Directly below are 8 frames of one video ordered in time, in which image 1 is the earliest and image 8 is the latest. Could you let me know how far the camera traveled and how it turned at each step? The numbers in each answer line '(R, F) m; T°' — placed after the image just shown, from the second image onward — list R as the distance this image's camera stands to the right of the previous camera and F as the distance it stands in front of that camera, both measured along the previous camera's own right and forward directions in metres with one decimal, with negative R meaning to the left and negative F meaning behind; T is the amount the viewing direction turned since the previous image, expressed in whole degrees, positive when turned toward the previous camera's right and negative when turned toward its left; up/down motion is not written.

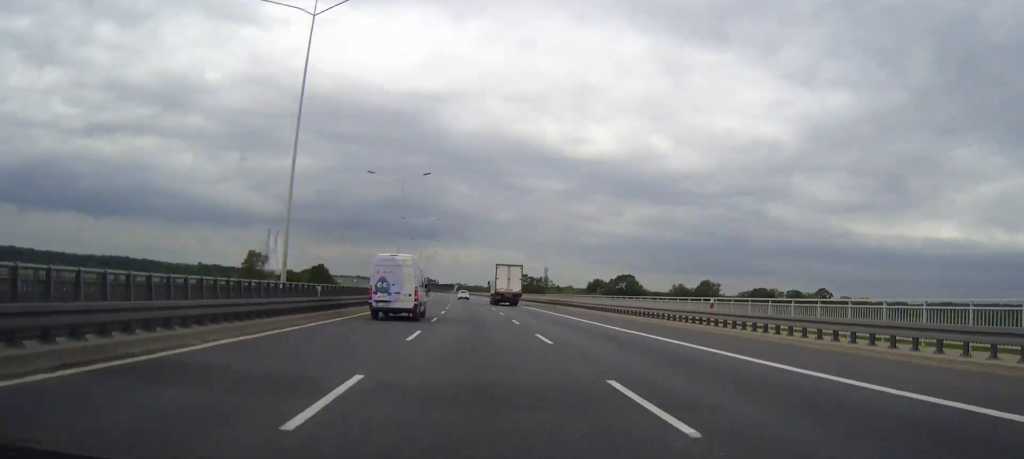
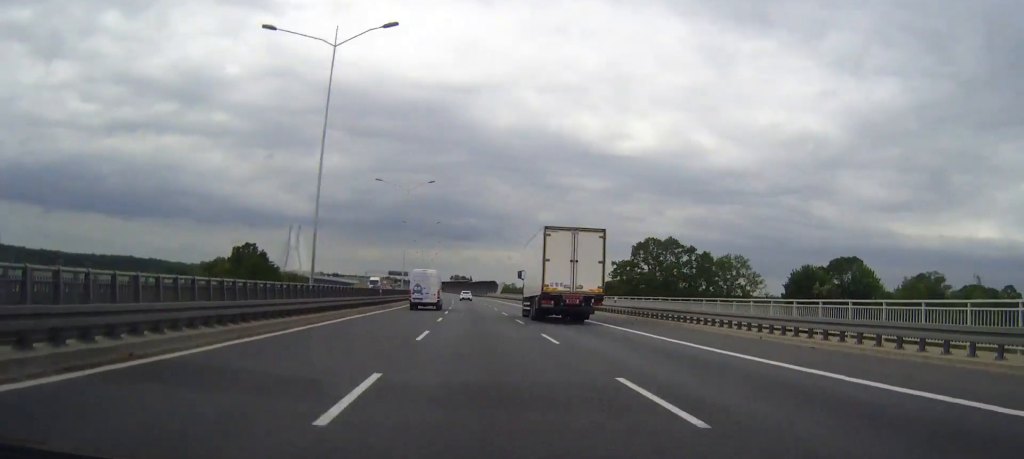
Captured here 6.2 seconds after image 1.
(-4.8, +178.7) m; -3°
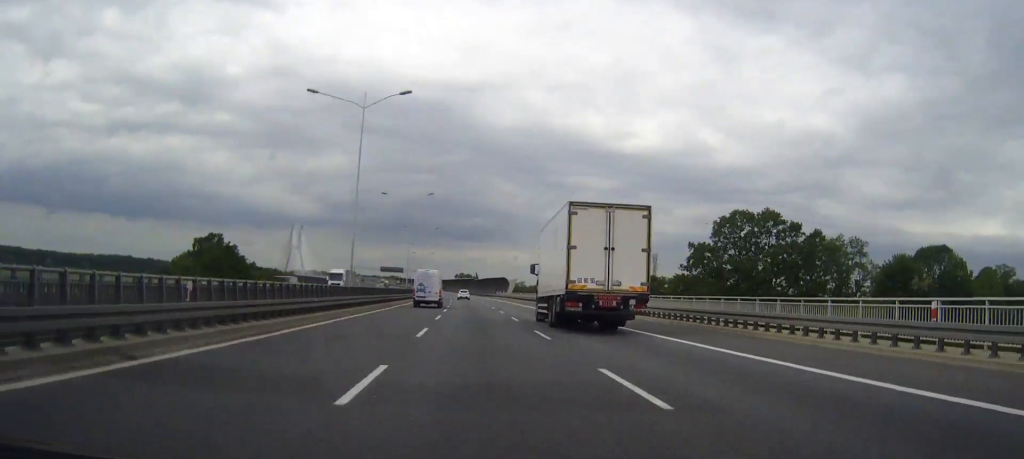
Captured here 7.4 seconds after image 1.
(-0.1, +34.7) m; -1°
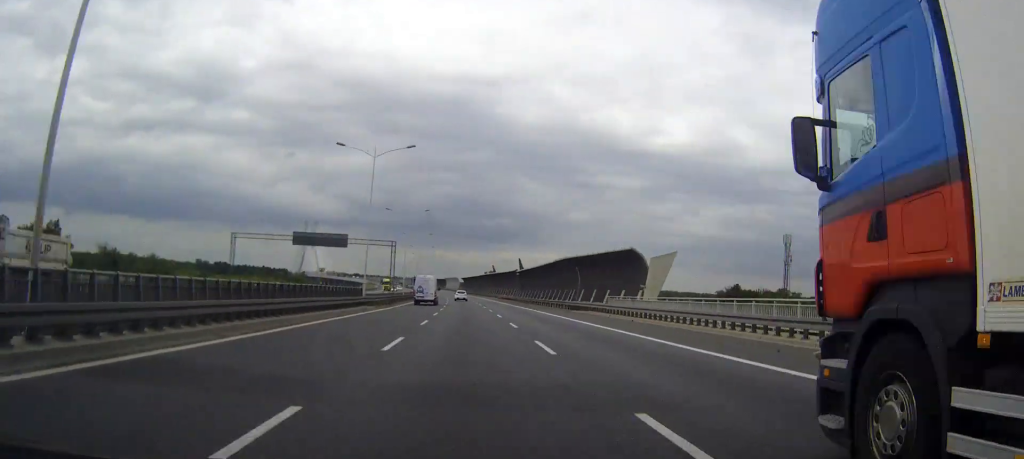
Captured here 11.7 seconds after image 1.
(-2.3, +123.8) m; -2°
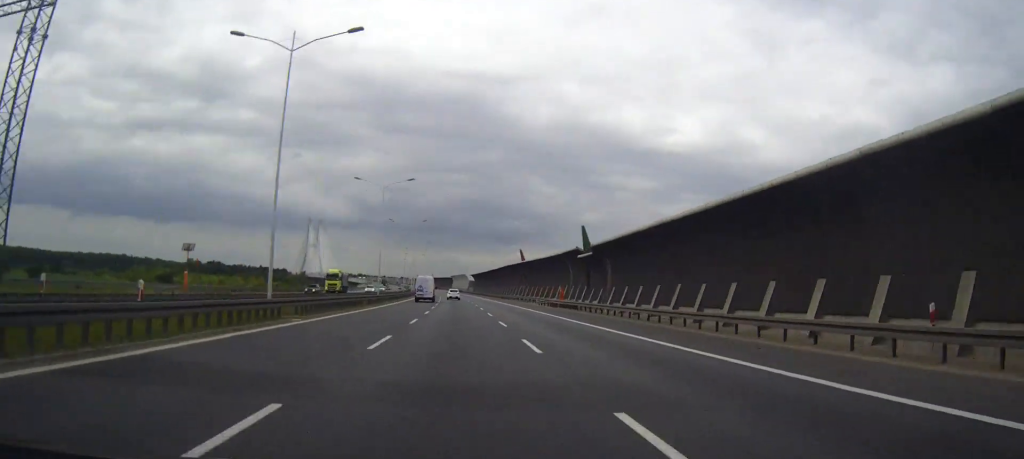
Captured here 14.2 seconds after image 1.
(-0.6, +72.0) m; -1°
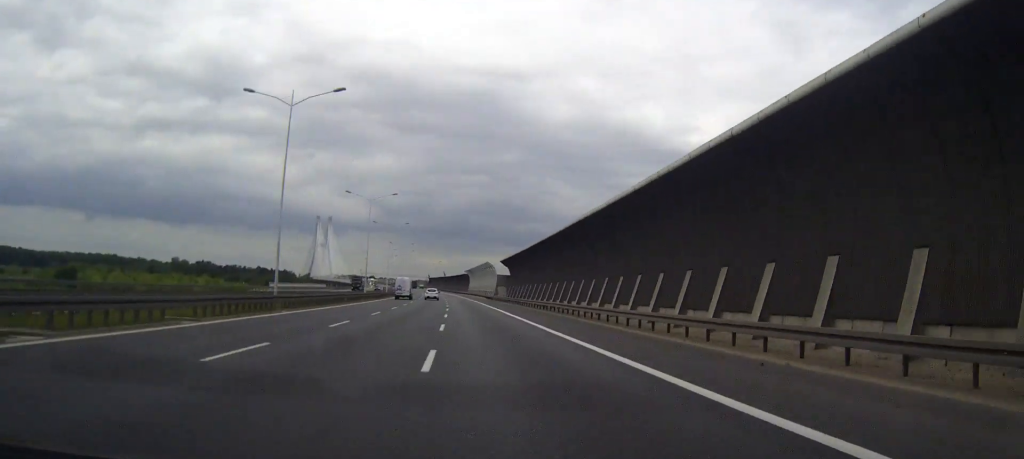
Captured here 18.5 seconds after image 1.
(-2.1, +123.6) m; -2°
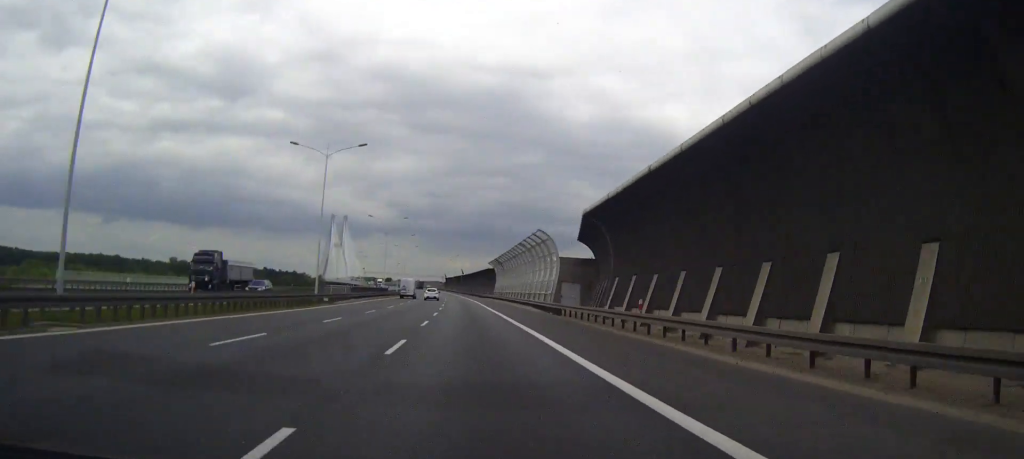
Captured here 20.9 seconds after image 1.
(-1.2, +68.9) m; -2°
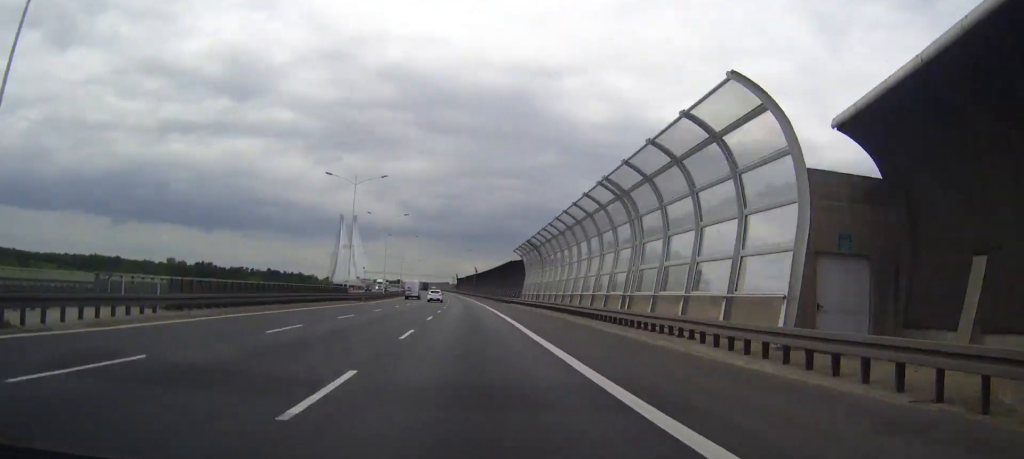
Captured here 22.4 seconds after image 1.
(-0.3, +43.1) m; -1°
